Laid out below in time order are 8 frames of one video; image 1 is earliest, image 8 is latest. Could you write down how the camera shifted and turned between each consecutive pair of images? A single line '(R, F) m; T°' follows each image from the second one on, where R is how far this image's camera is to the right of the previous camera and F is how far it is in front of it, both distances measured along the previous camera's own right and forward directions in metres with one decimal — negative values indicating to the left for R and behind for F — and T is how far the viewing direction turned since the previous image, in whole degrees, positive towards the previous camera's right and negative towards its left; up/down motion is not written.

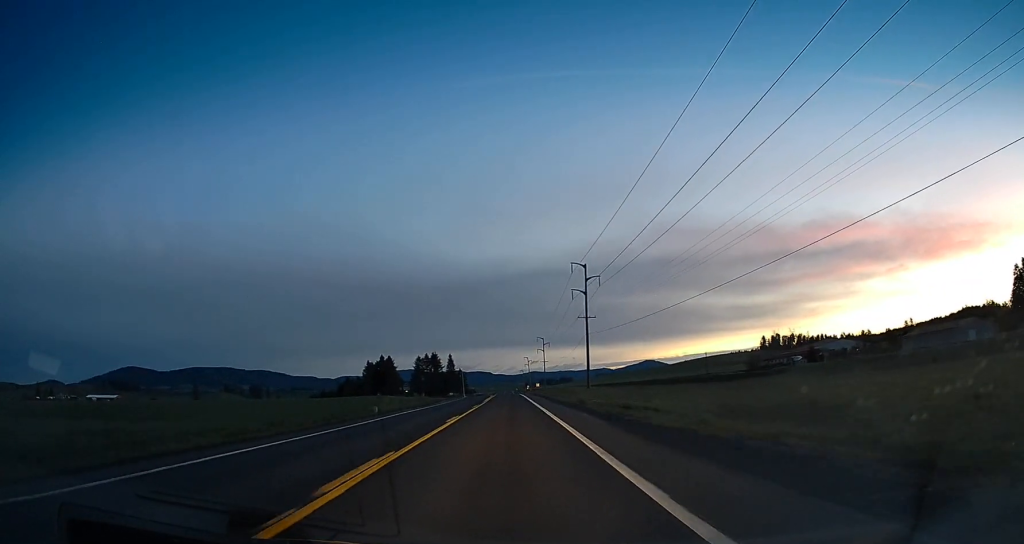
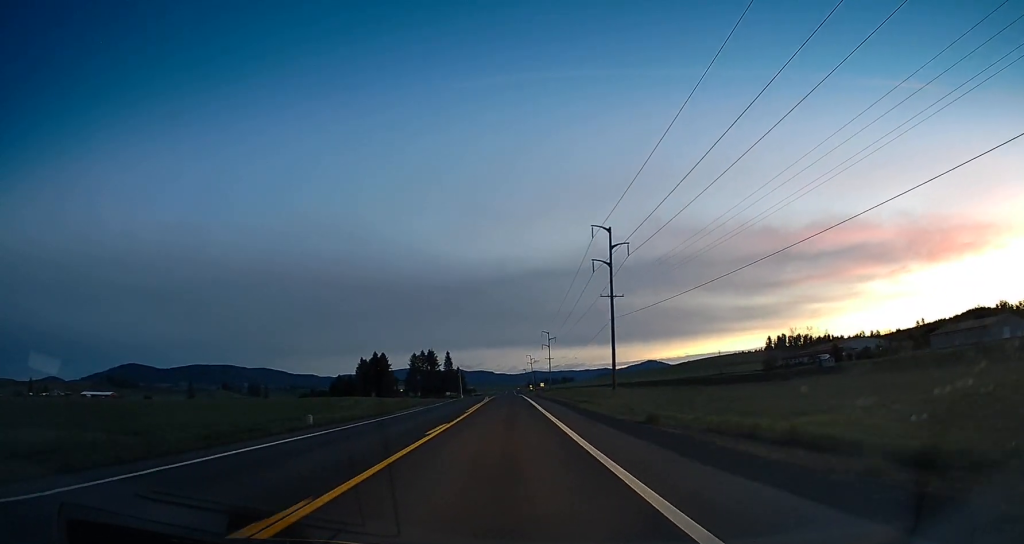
(+0.2, +20.4) m; 0°
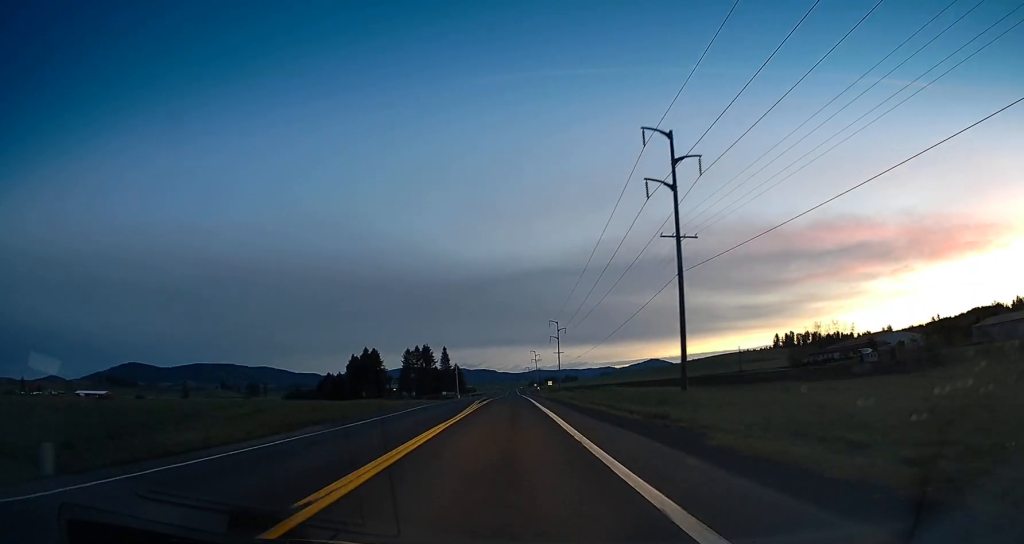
(+0.1, +25.7) m; 0°
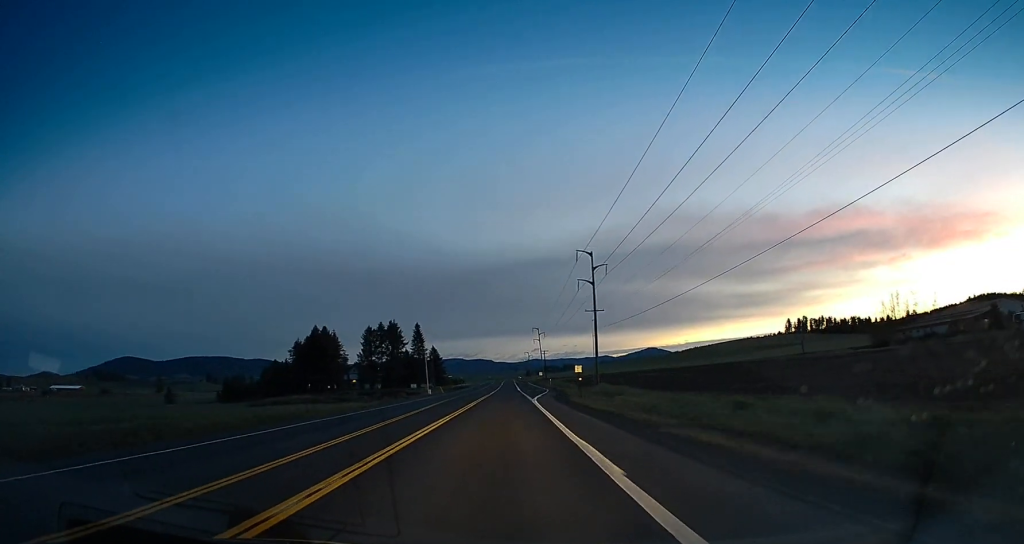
(-0.9, +71.1) m; -1°
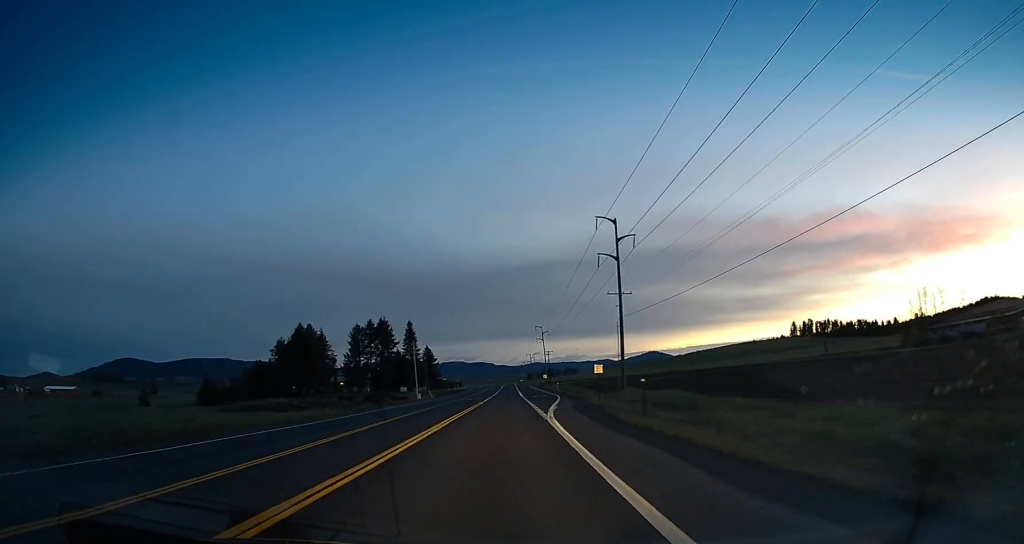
(-0.1, +17.8) m; 0°
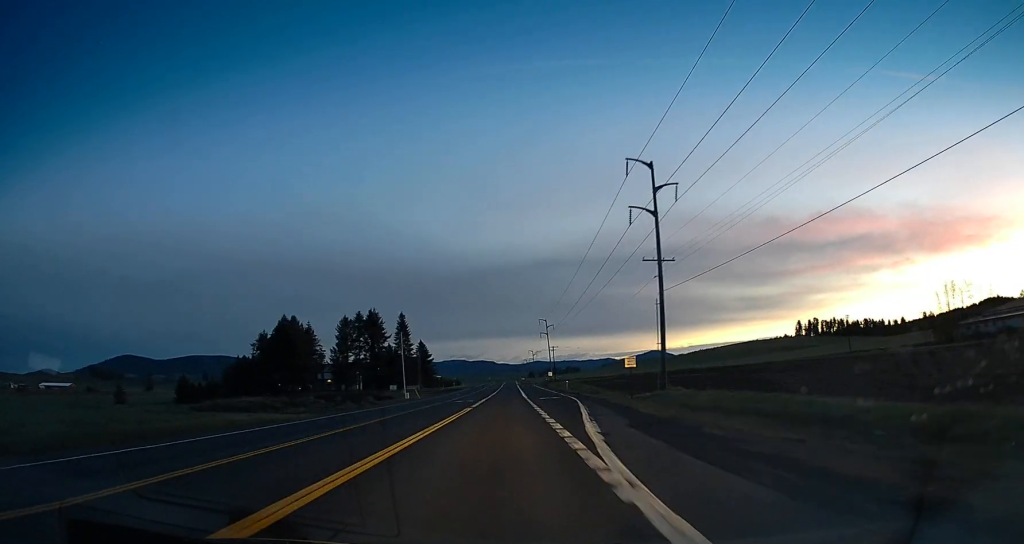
(+0.3, +16.1) m; 0°
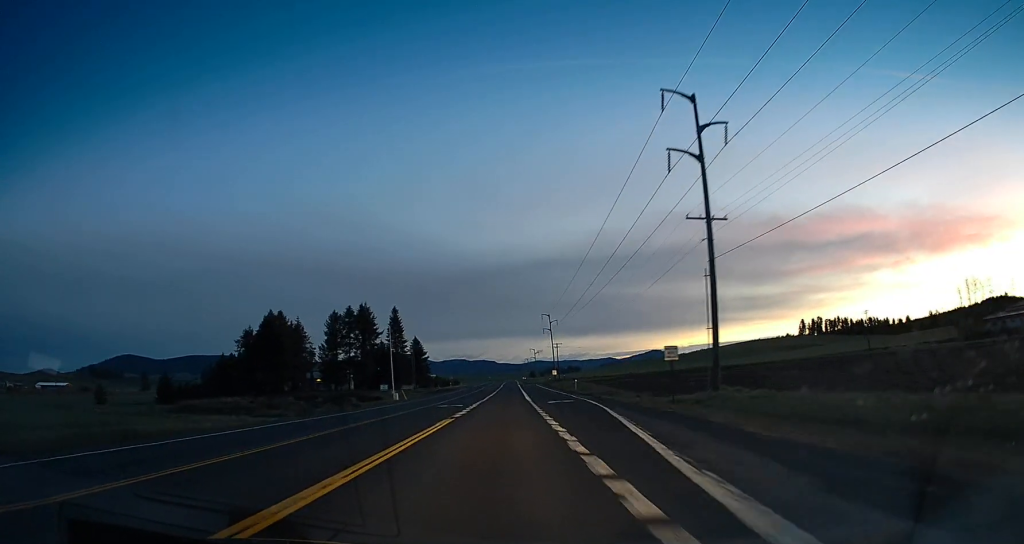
(0.0, +11.6) m; 0°
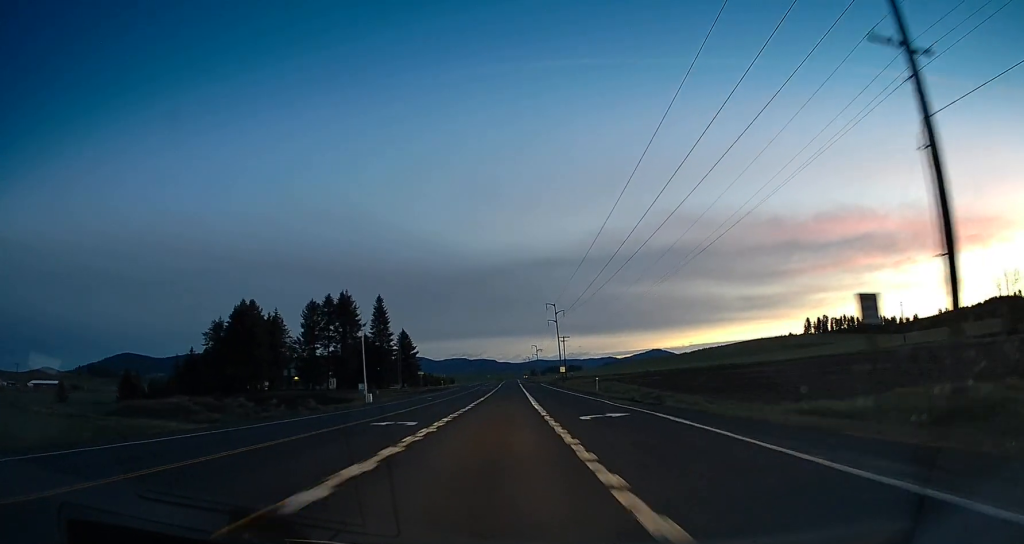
(-0.4, +19.6) m; 0°
